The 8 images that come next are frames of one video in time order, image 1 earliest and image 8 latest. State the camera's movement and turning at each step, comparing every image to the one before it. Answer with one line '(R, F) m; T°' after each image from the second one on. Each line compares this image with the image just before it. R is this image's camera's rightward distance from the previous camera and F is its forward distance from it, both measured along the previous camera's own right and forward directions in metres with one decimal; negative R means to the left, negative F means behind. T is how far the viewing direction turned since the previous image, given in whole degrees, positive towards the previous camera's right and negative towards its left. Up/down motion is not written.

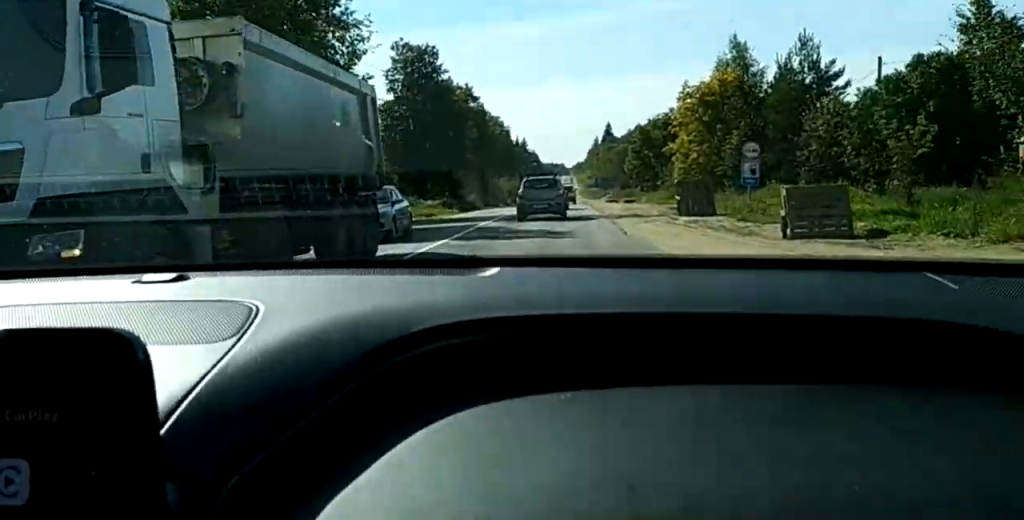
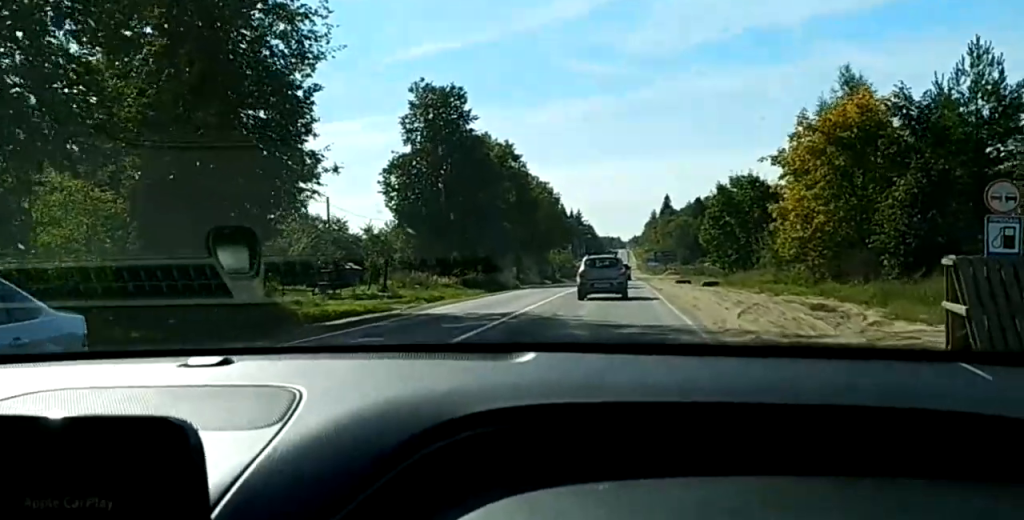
(+0.2, +23.1) m; 0°
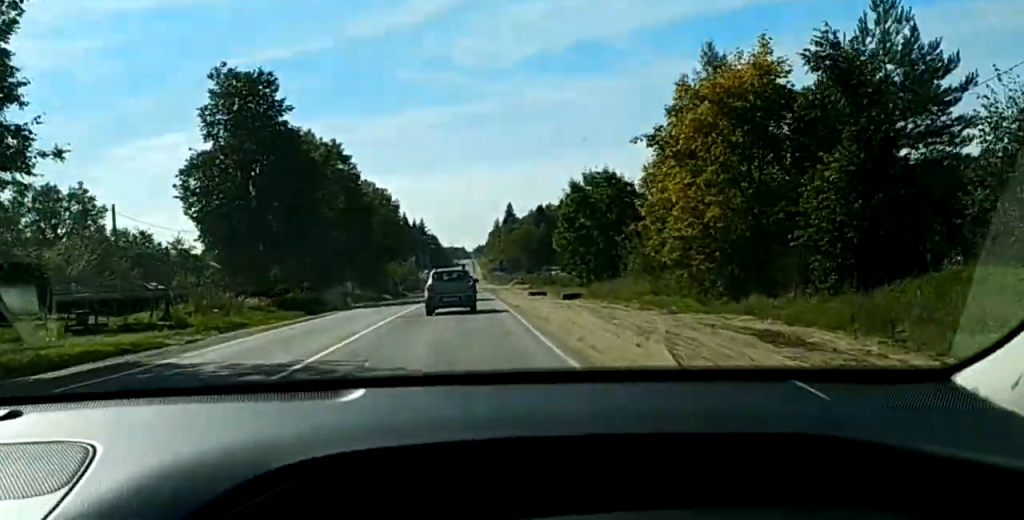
(-0.2, +11.1) m; -1°
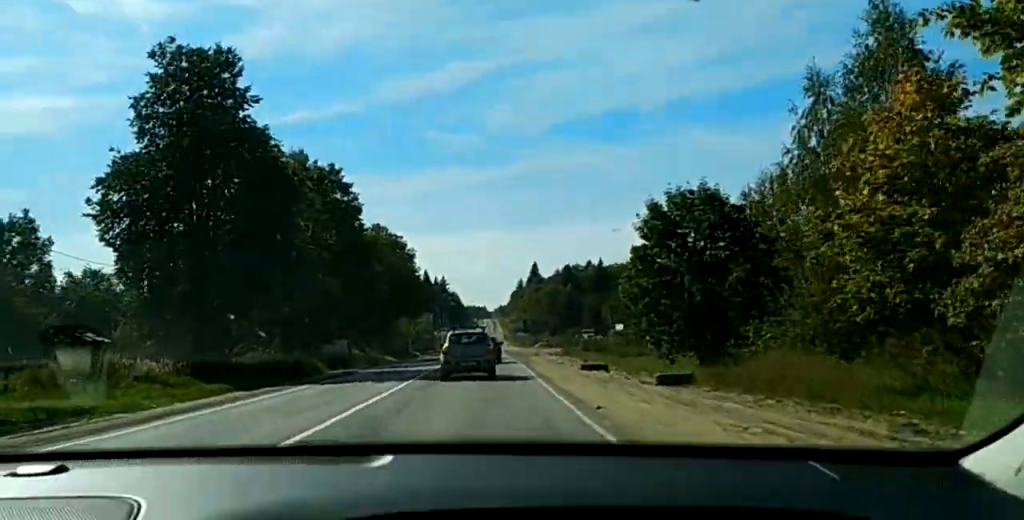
(-0.1, +22.5) m; 0°
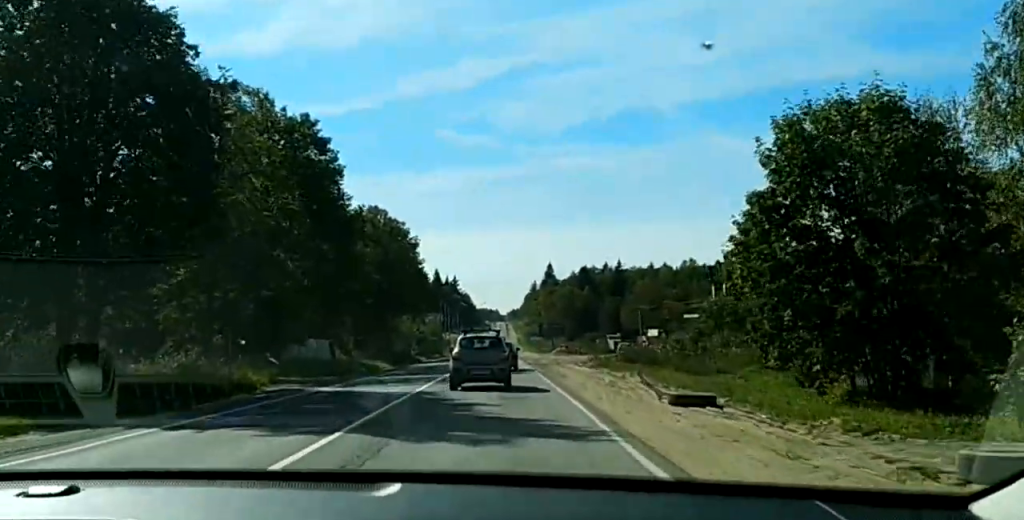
(0.0, +18.3) m; 0°
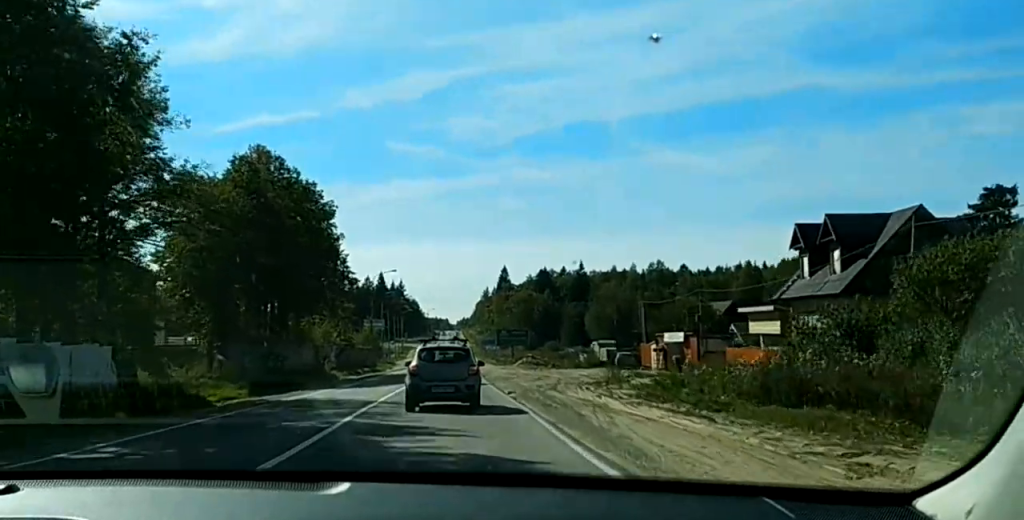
(+1.4, +37.6) m; +3°
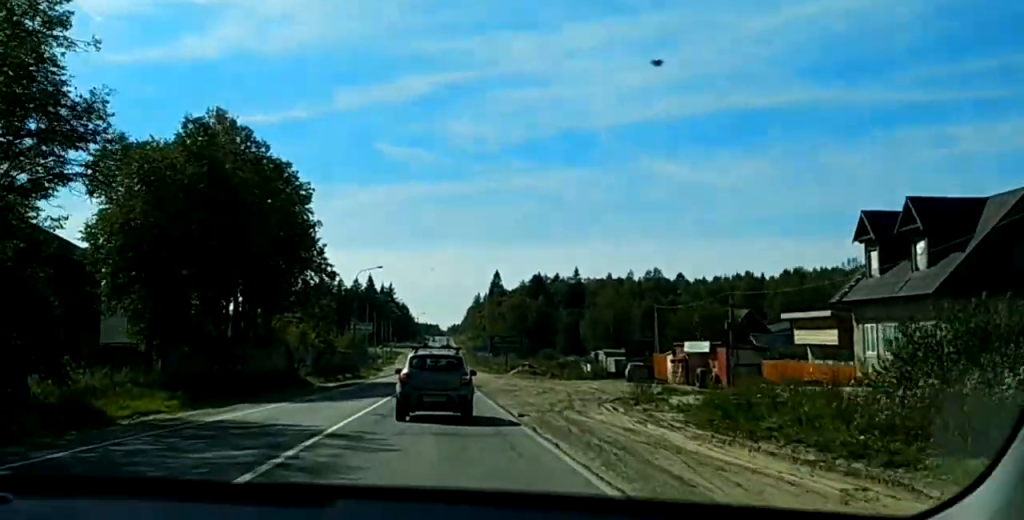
(0.0, +10.6) m; -2°
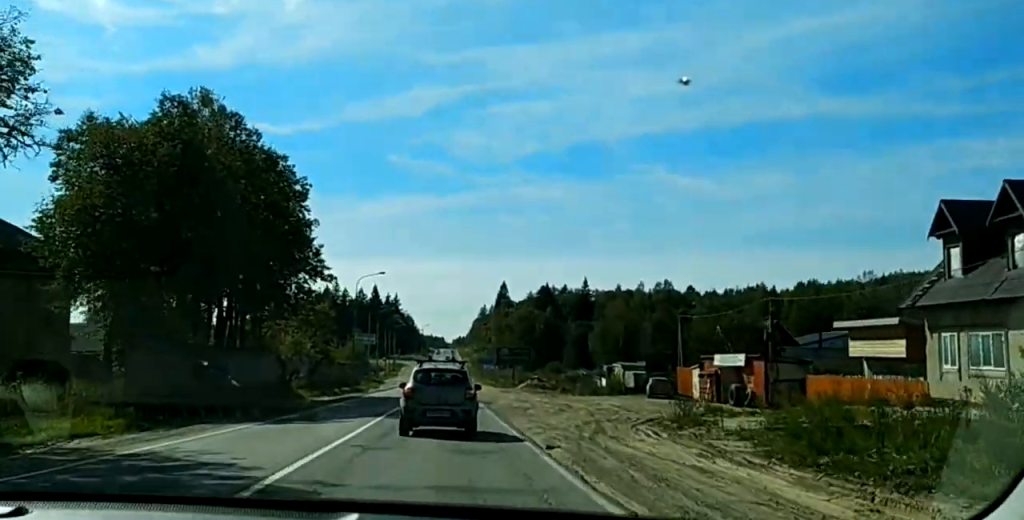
(-0.1, +6.6) m; -1°
